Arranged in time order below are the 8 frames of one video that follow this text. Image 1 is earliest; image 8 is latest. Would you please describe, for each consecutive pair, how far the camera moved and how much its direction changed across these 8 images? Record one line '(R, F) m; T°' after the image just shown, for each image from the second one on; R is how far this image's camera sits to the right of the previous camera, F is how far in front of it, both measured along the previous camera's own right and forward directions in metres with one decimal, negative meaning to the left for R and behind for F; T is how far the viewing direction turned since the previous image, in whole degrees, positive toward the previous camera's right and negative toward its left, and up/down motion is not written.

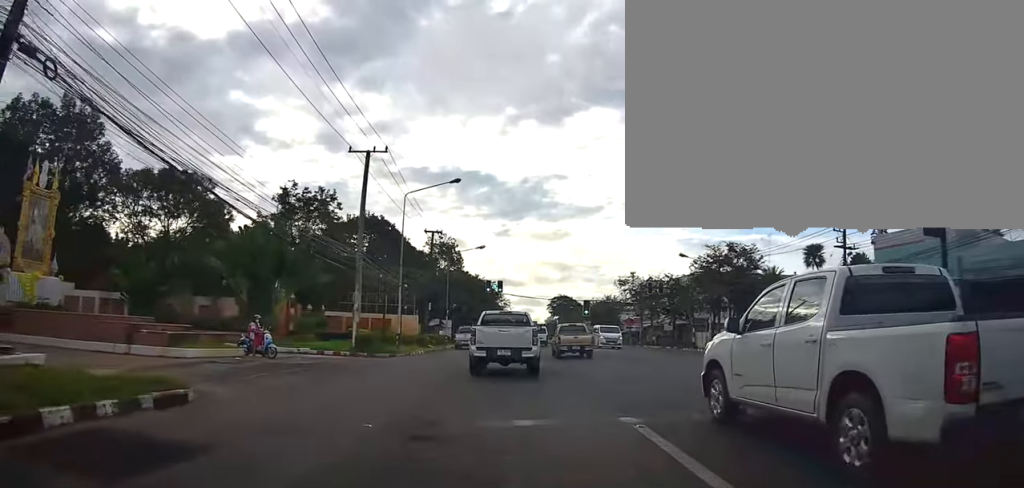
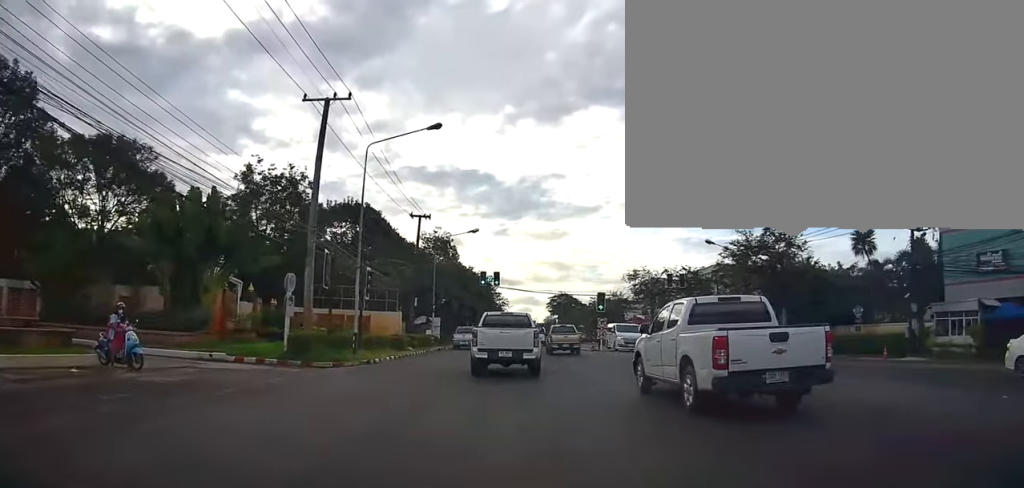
(-0.4, +8.4) m; -3°
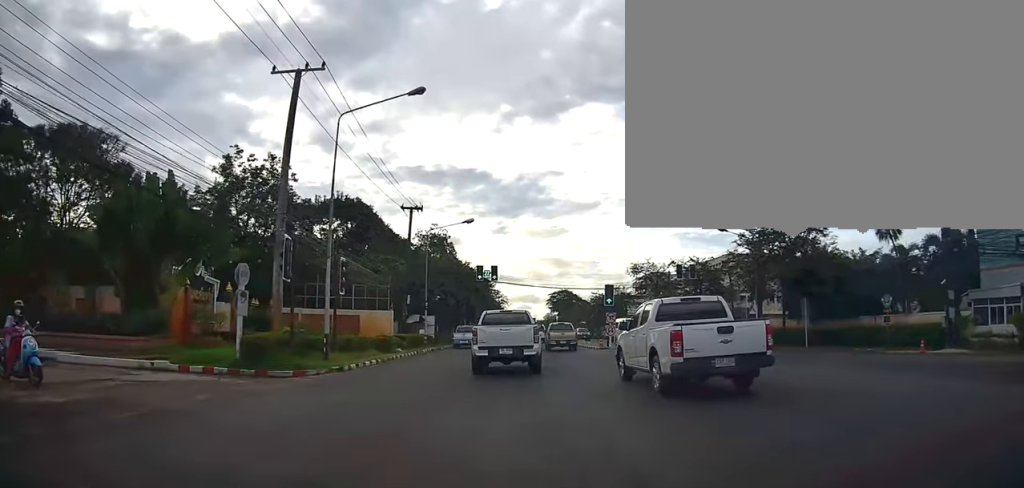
(0.0, +3.5) m; +2°
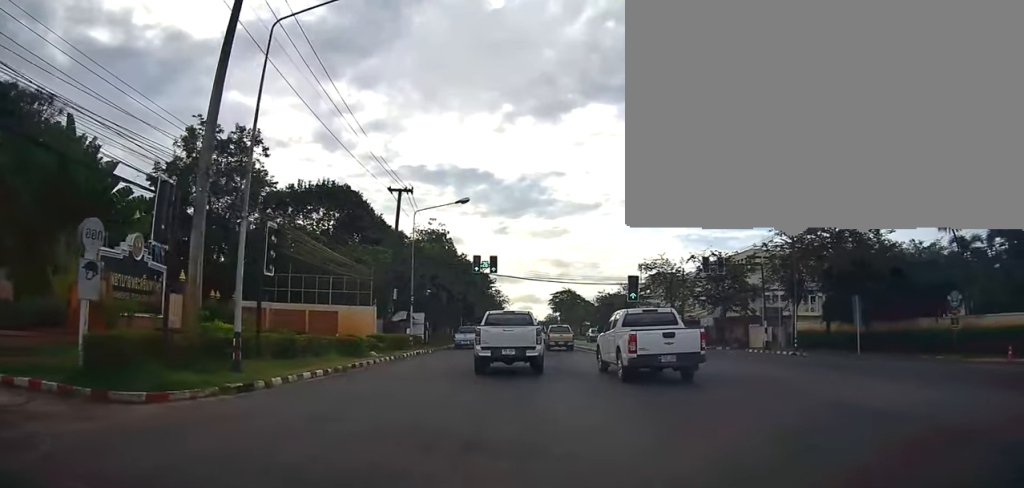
(+0.1, +6.5) m; +2°
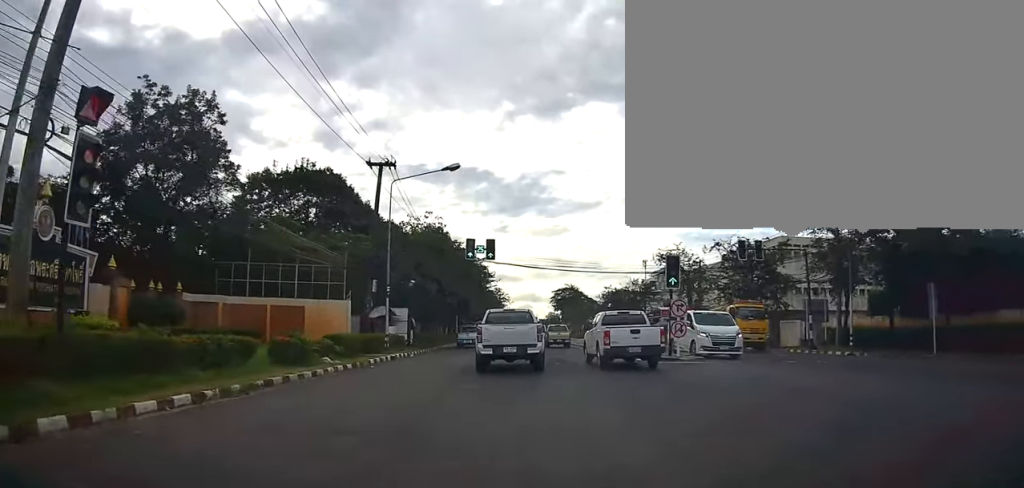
(+0.4, +6.9) m; 0°
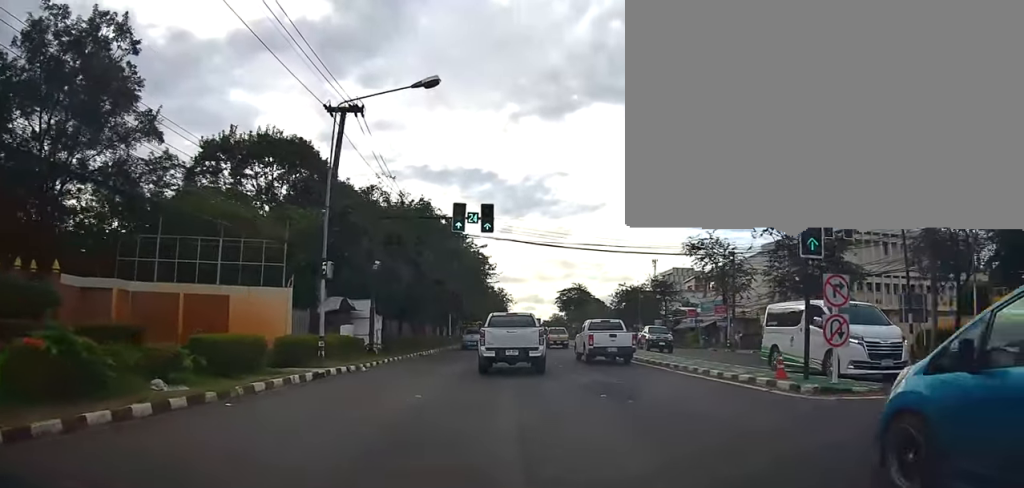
(-0.5, +10.3) m; -2°
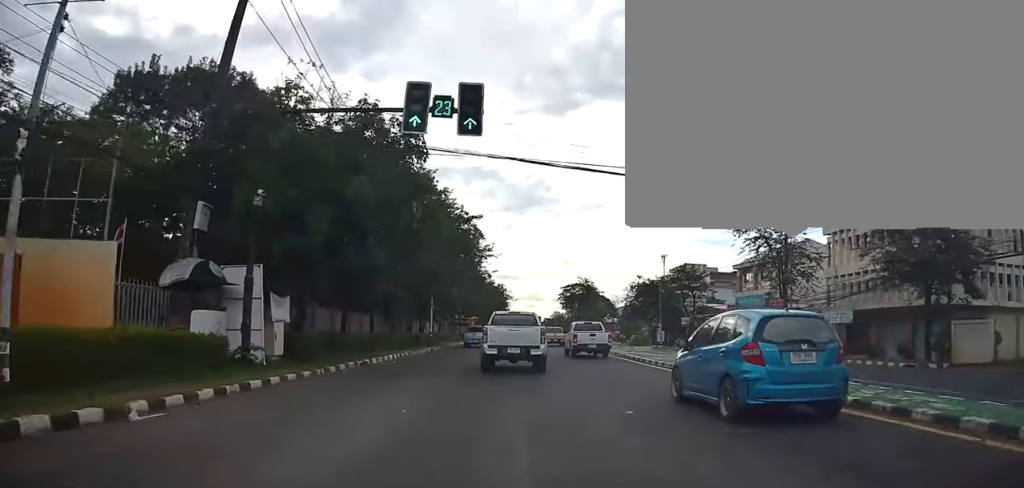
(+0.1, +12.3) m; +3°
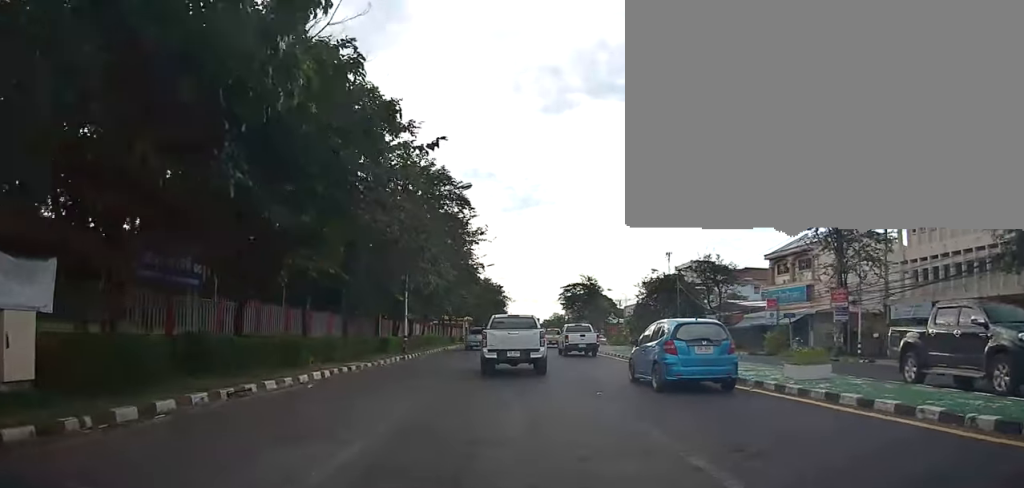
(+0.4, +9.0) m; -1°
